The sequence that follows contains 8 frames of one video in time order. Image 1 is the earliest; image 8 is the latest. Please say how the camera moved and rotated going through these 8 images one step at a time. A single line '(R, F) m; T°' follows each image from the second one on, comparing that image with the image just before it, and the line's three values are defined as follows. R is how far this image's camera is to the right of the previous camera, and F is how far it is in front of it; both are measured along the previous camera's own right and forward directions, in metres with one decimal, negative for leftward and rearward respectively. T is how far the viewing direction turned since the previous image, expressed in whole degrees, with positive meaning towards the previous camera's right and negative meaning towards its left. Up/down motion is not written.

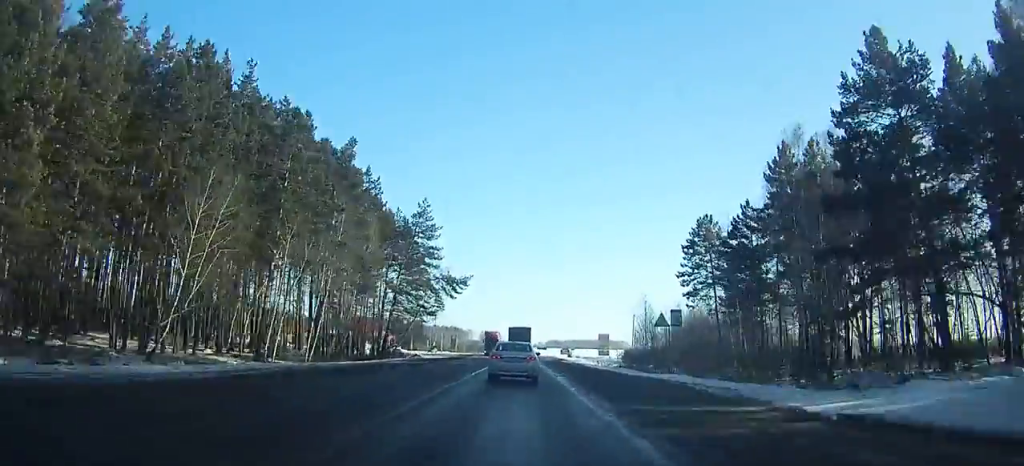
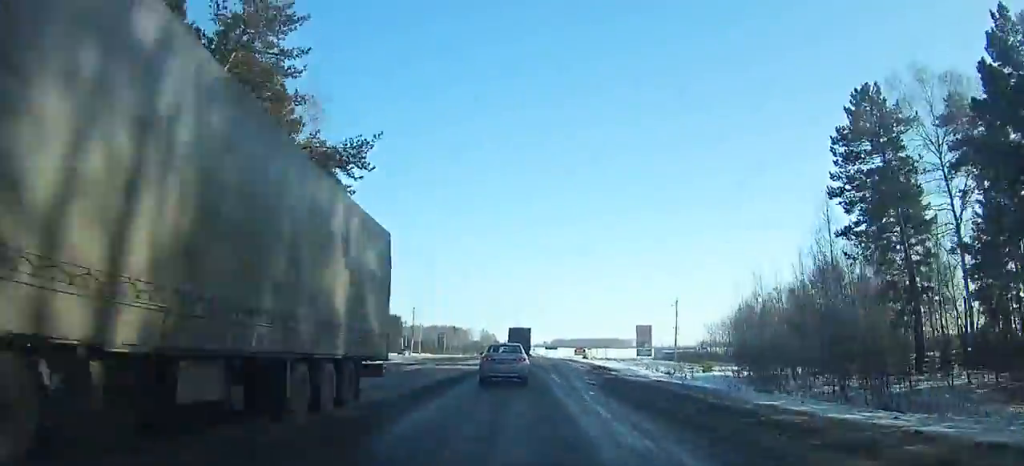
(-0.1, +44.9) m; 0°
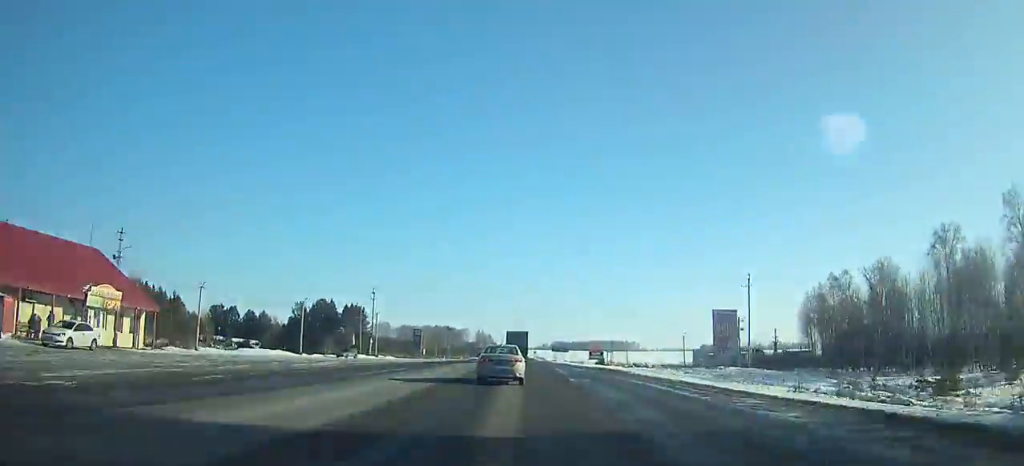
(-0.3, +40.1) m; 0°
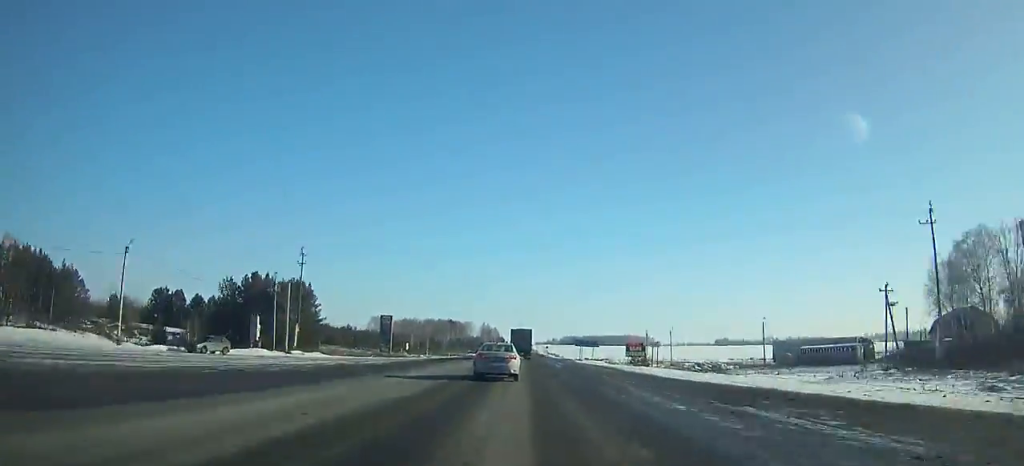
(+0.2, +41.0) m; 0°
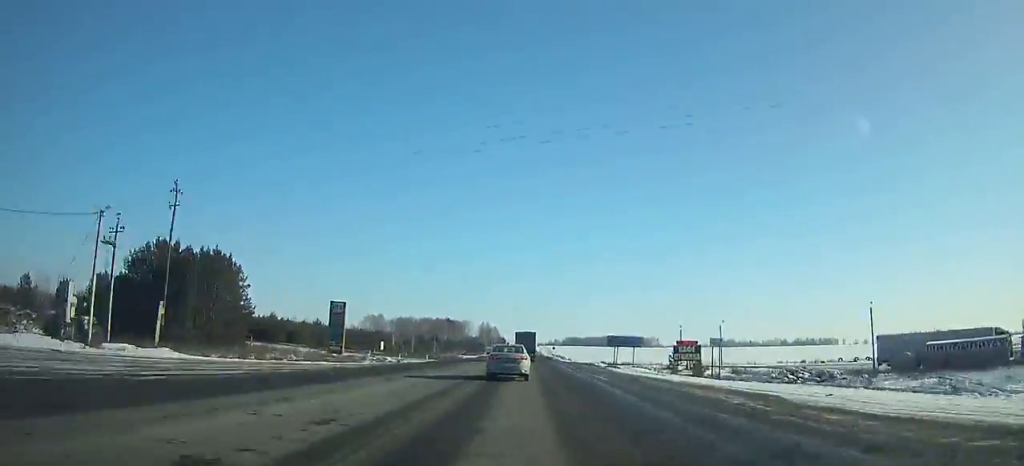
(+0.1, +28.9) m; 0°
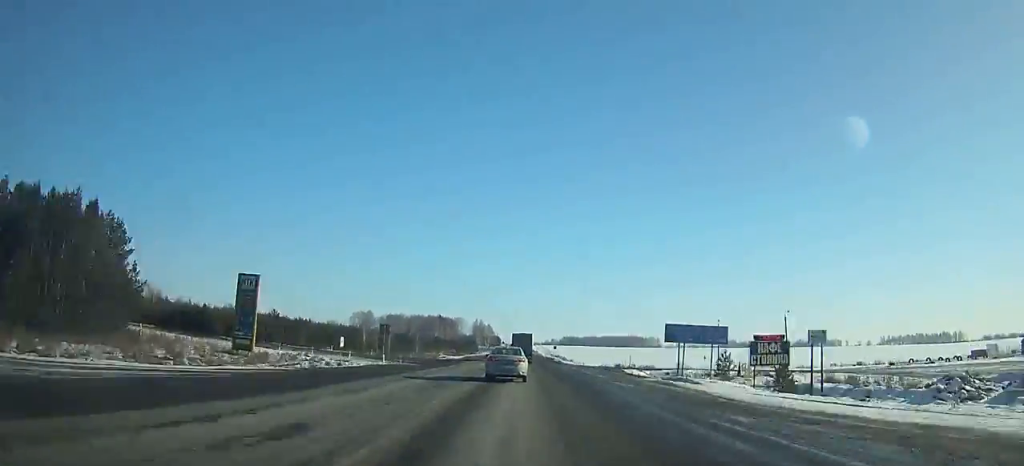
(+0.1, +25.5) m; 0°
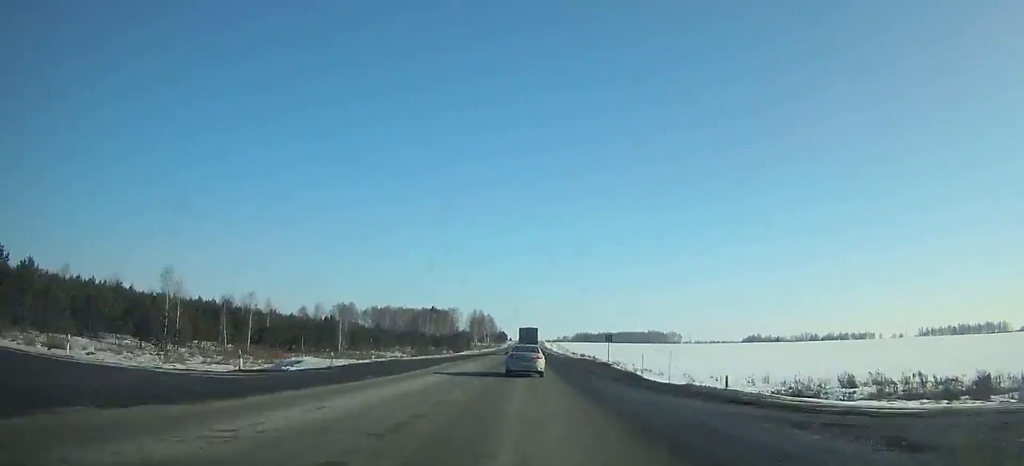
(-0.5, +76.3) m; -1°
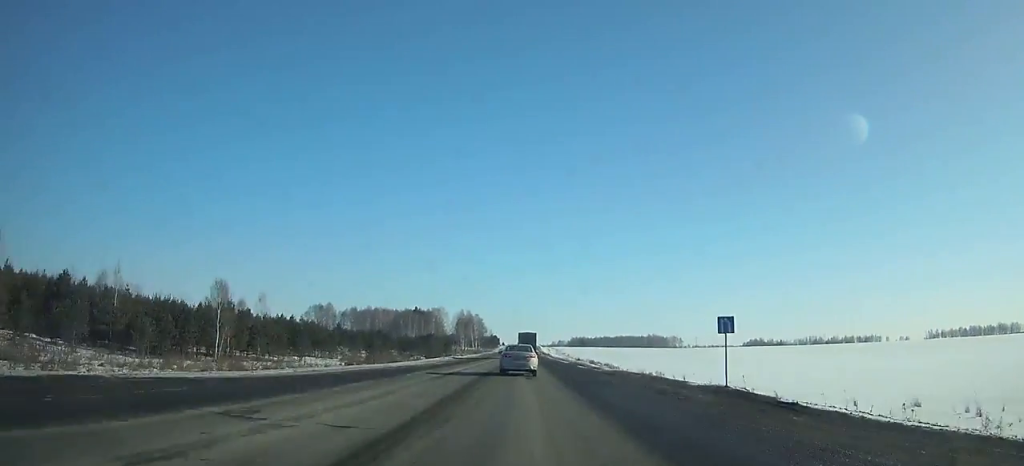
(0.0, +36.0) m; 0°
